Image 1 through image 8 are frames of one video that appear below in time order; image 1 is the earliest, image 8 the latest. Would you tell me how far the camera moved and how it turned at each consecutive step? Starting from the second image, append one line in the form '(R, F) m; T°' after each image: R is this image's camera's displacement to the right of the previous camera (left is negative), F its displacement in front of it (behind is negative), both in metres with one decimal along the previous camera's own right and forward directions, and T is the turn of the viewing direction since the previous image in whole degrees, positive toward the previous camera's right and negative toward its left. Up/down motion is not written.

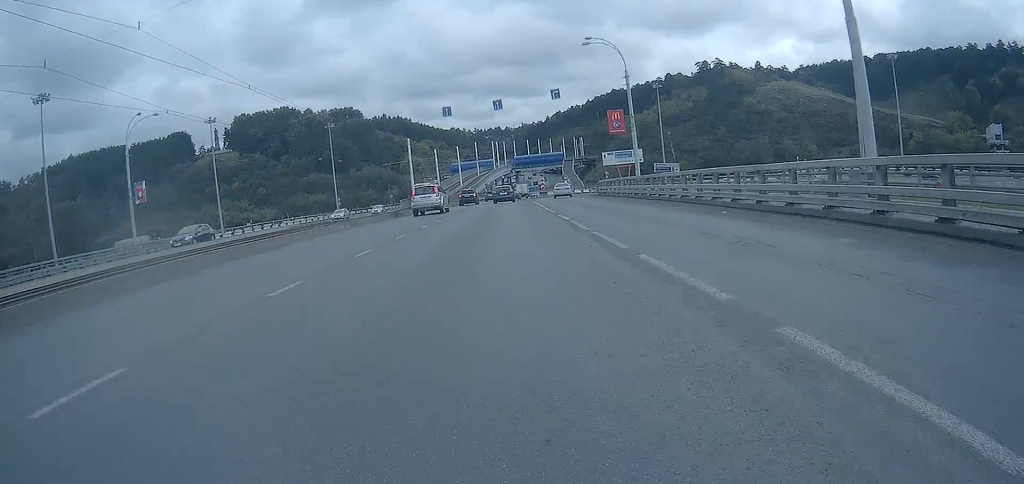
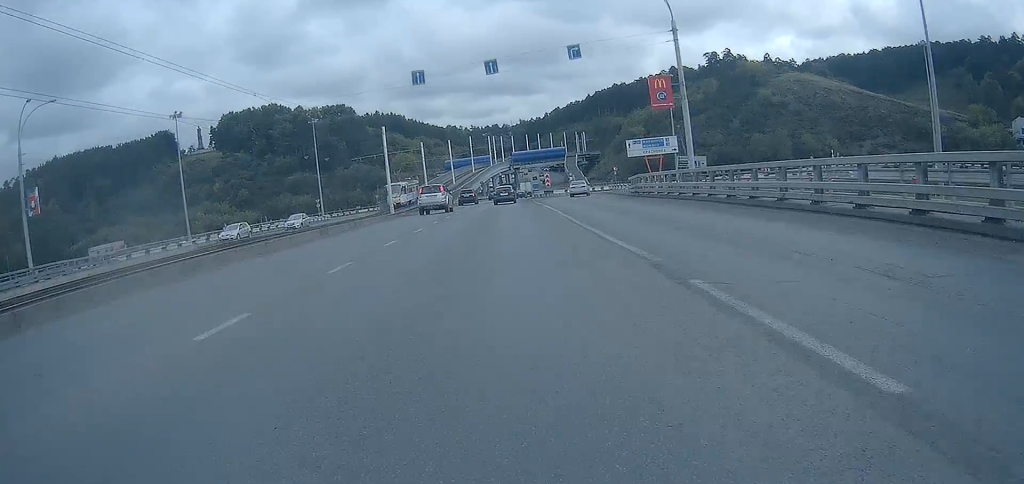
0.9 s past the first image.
(0.0, +15.2) m; +1°
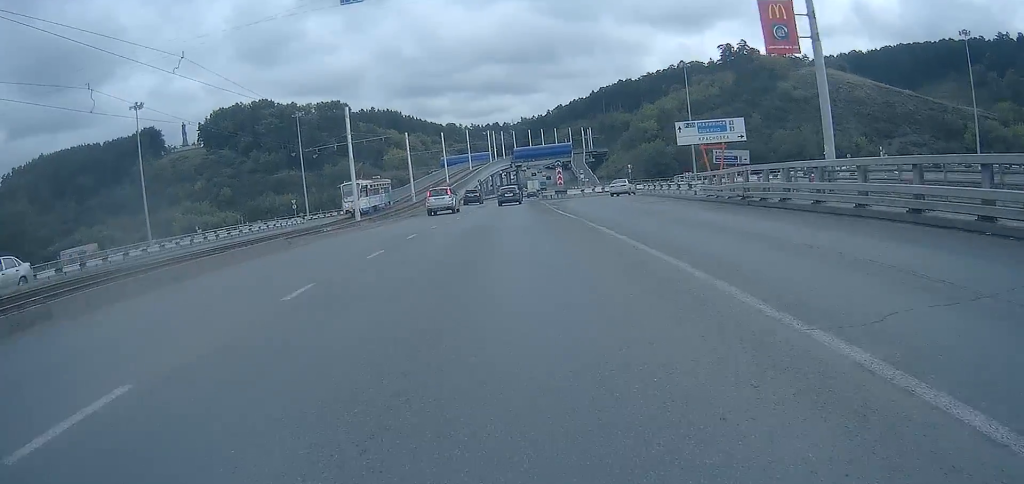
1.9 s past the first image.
(+0.2, +15.5) m; +1°
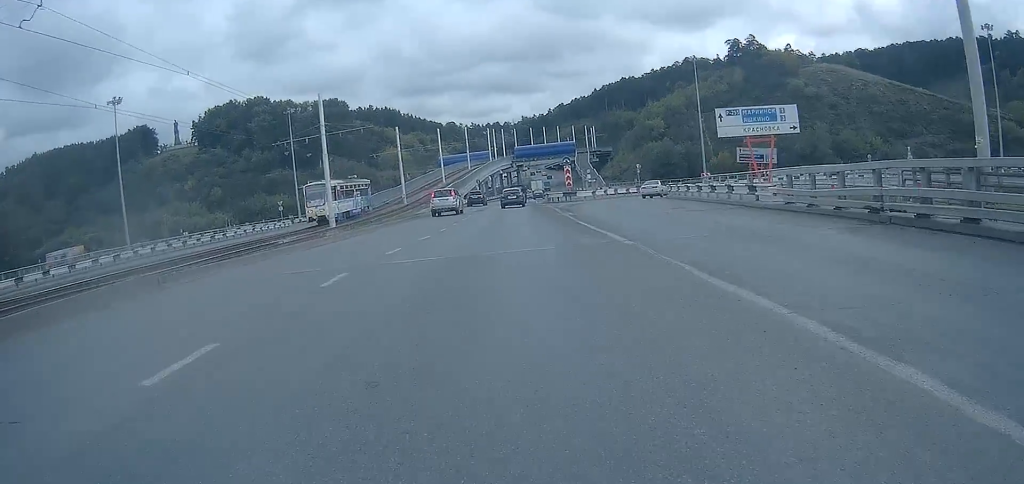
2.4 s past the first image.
(0.0, +7.4) m; 0°
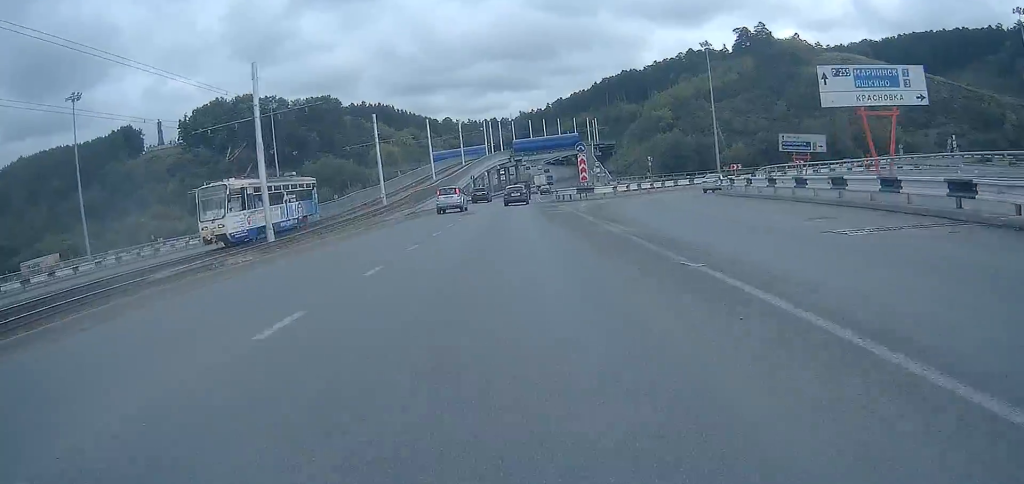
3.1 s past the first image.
(0.0, +11.2) m; 0°
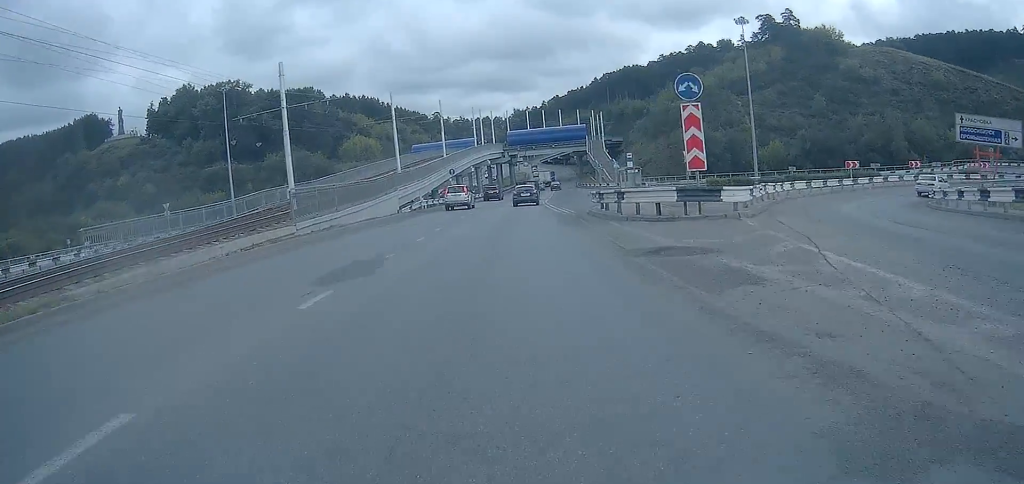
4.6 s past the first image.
(-0.1, +25.0) m; -1°
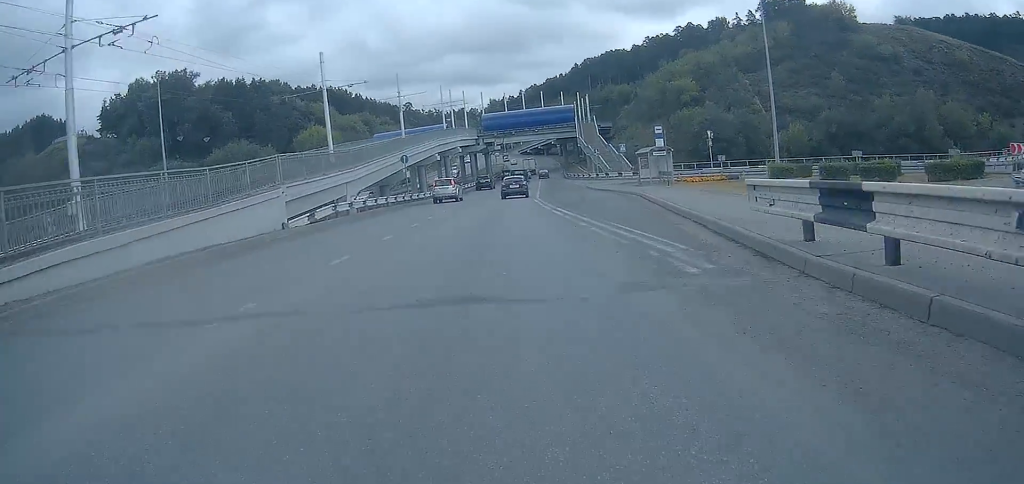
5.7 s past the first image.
(0.0, +18.1) m; +1°
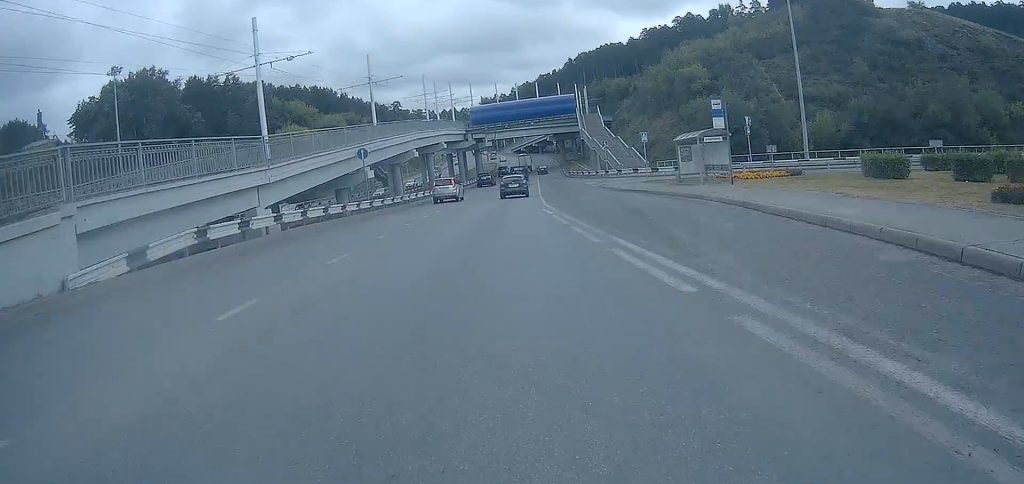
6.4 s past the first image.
(+0.2, +12.2) m; +1°
